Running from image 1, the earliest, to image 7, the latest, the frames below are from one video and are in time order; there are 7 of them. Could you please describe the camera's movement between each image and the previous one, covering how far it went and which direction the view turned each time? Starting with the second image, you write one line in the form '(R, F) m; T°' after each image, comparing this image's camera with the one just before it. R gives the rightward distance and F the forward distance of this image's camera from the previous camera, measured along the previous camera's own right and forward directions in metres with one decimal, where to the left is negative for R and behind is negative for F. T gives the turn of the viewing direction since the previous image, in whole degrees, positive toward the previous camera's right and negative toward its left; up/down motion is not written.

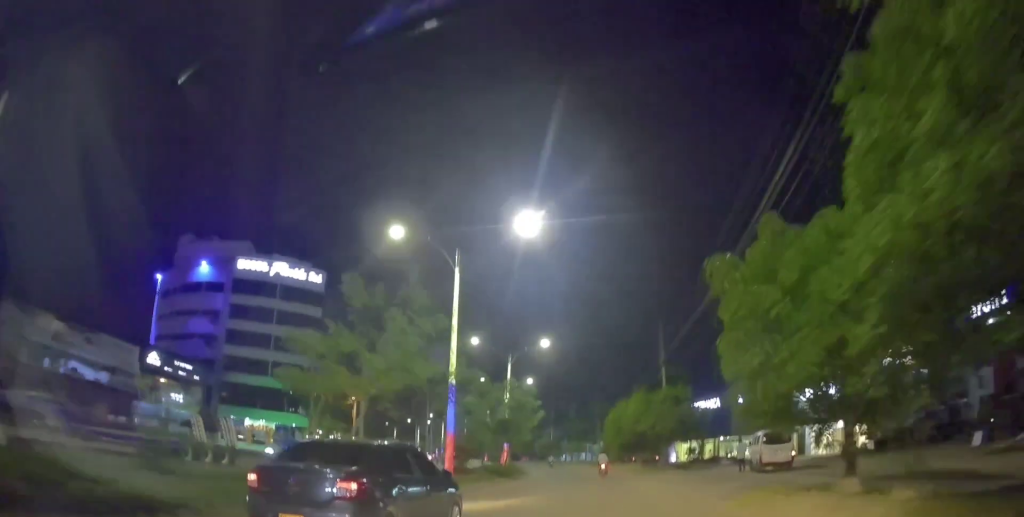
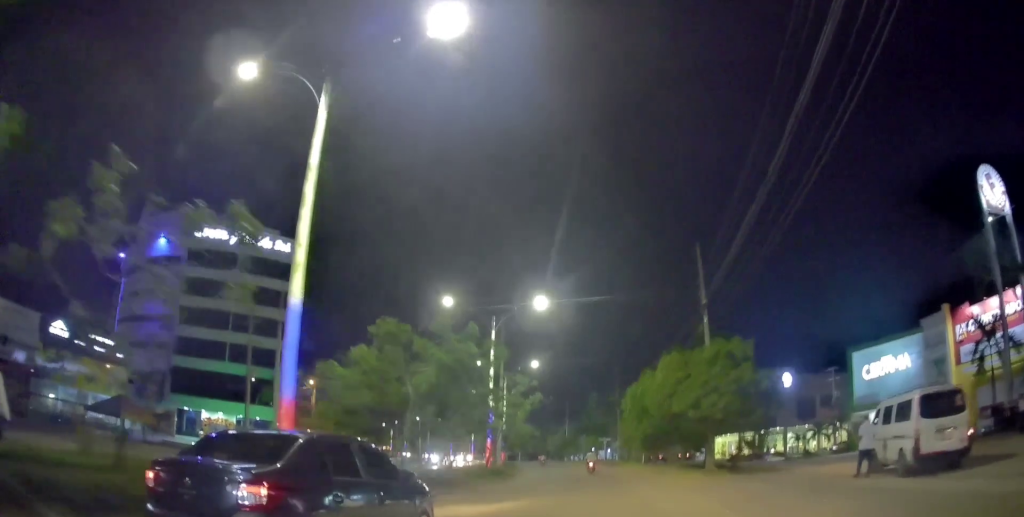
(-0.7, +13.9) m; -5°
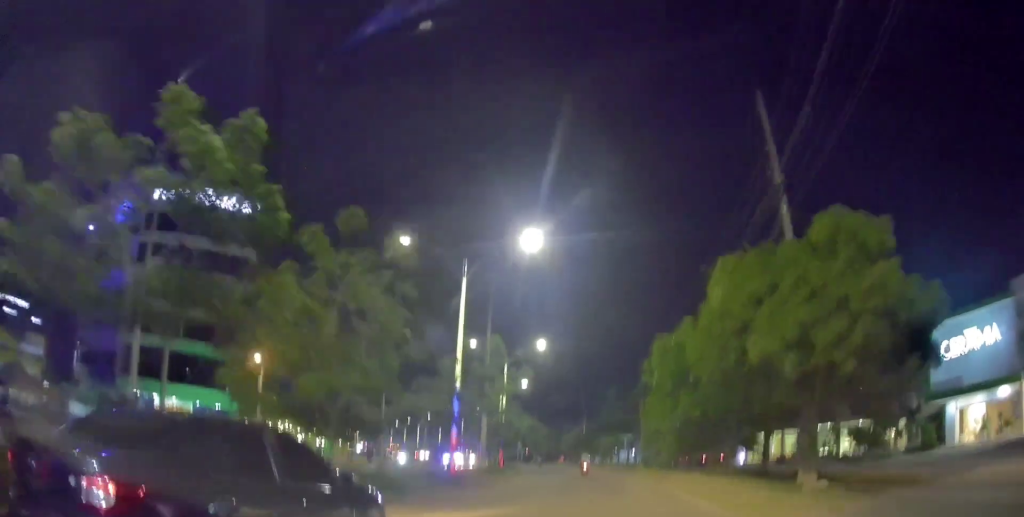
(-0.4, +12.1) m; -2°
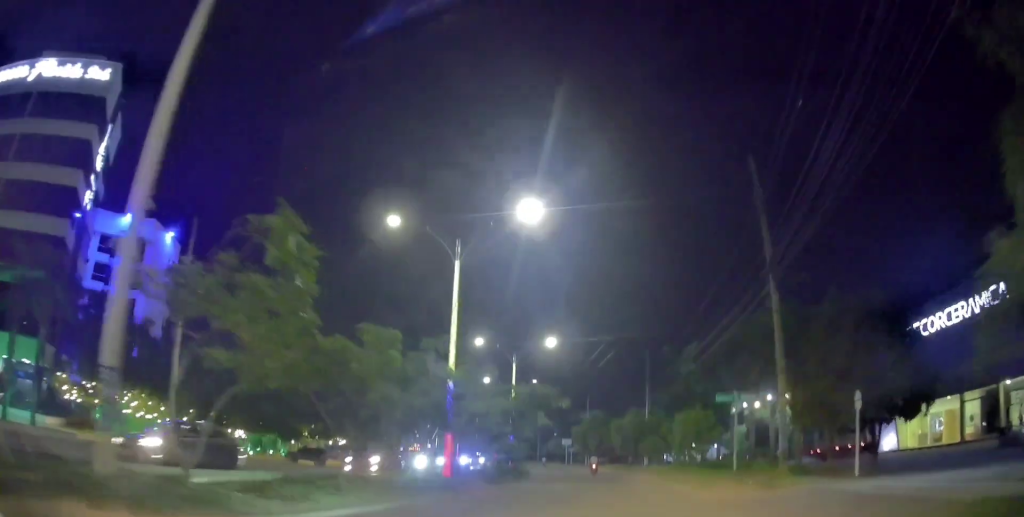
(0.0, +30.1) m; -3°
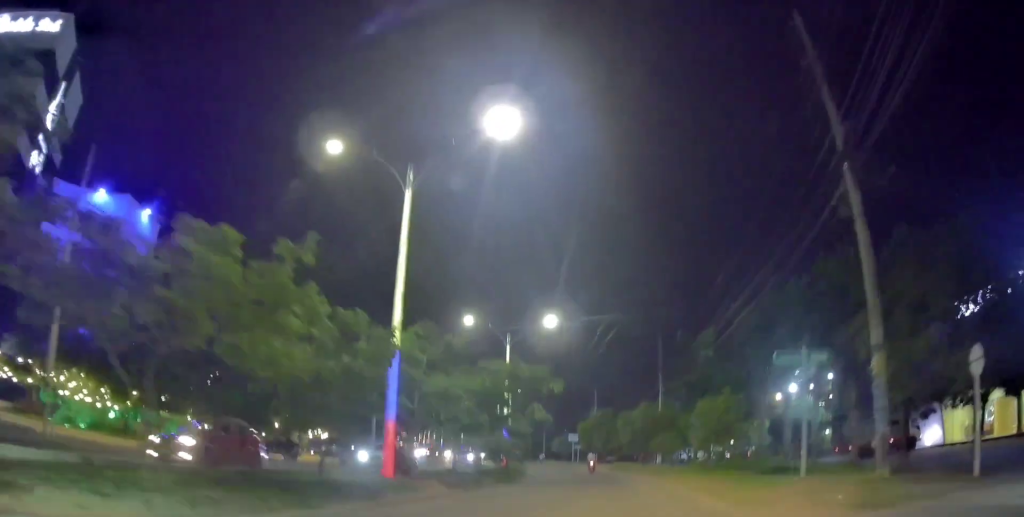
(+0.1, +6.7) m; -2°
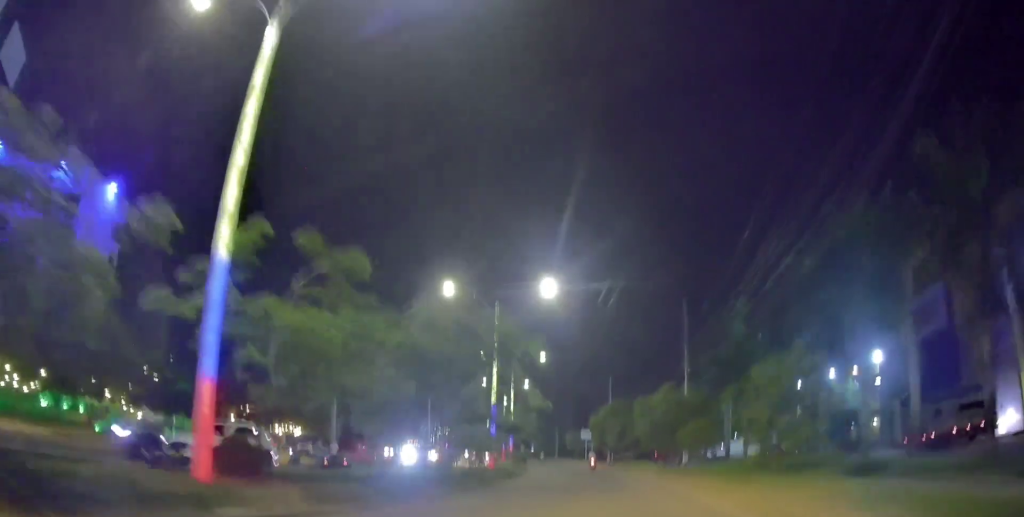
(-0.6, +8.9) m; -4°
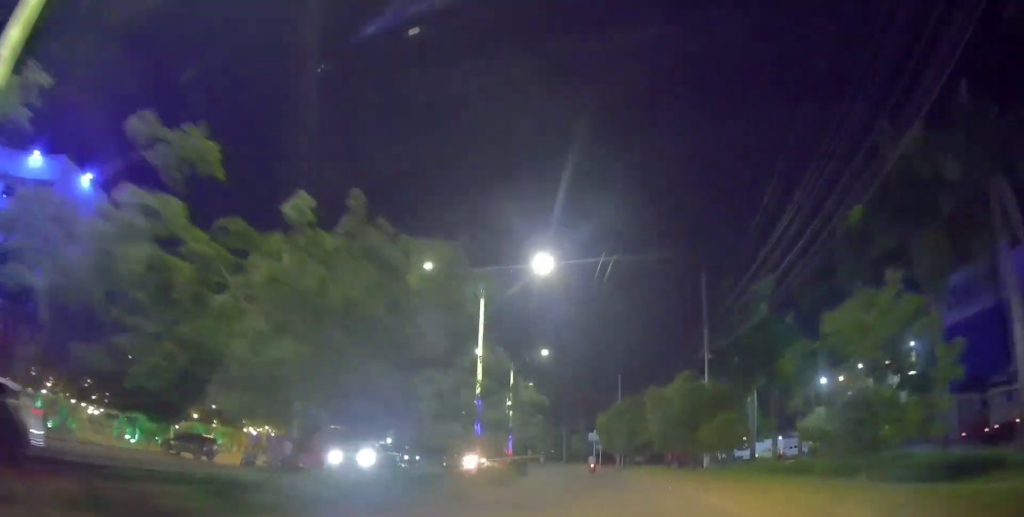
(-0.1, +5.6) m; -2°
